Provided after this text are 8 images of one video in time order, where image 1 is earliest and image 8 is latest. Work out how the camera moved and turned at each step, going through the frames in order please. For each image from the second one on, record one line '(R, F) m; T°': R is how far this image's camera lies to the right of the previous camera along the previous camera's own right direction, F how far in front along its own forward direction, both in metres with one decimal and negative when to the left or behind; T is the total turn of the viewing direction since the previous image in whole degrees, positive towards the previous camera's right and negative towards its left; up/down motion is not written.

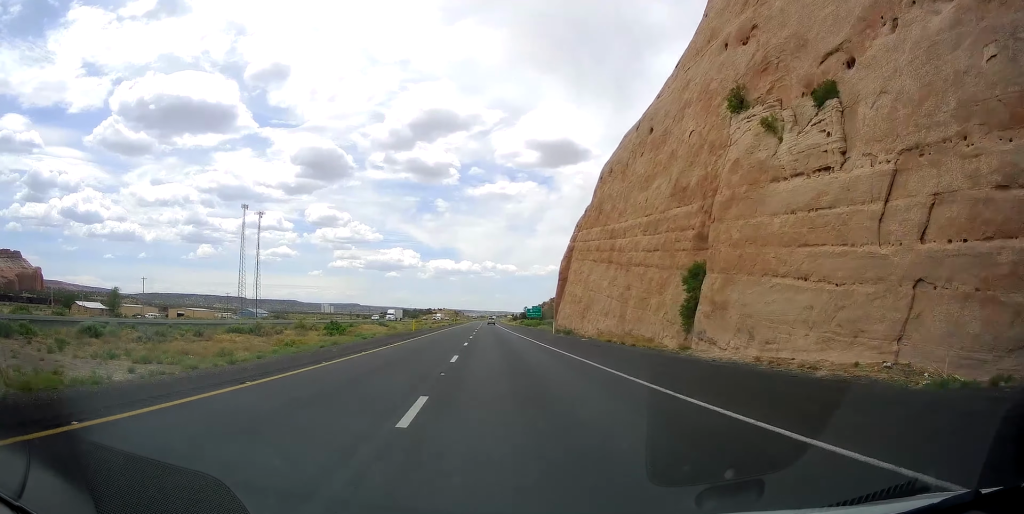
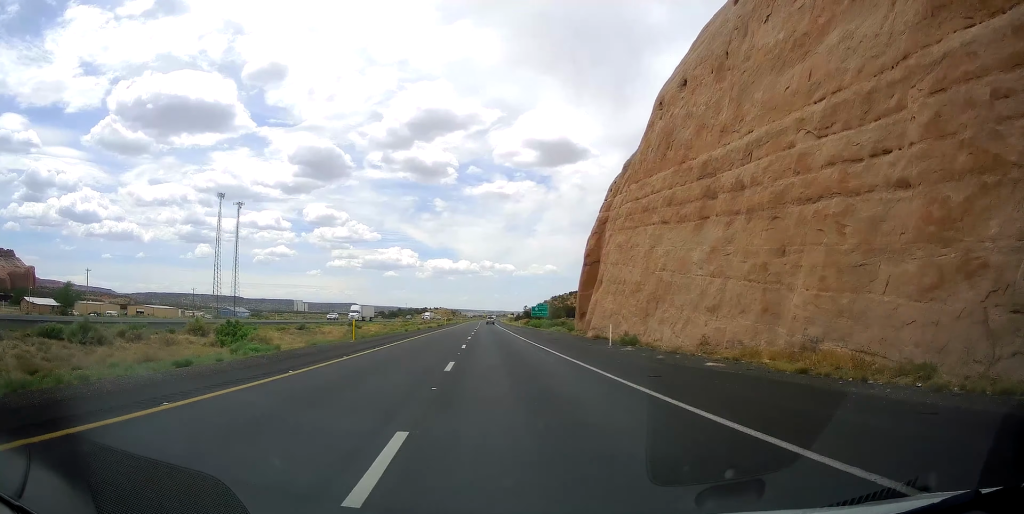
(+0.2, +27.8) m; 0°
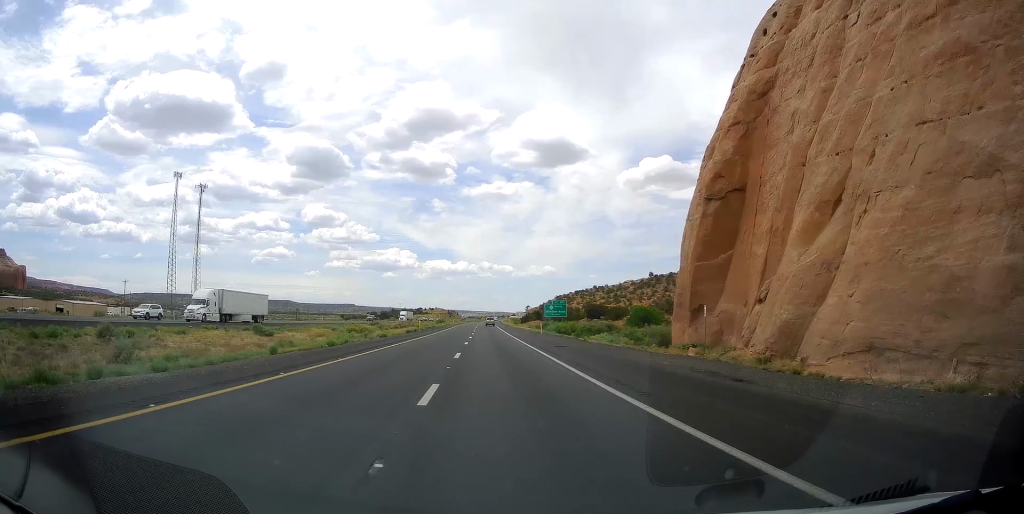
(0.0, +43.0) m; 0°
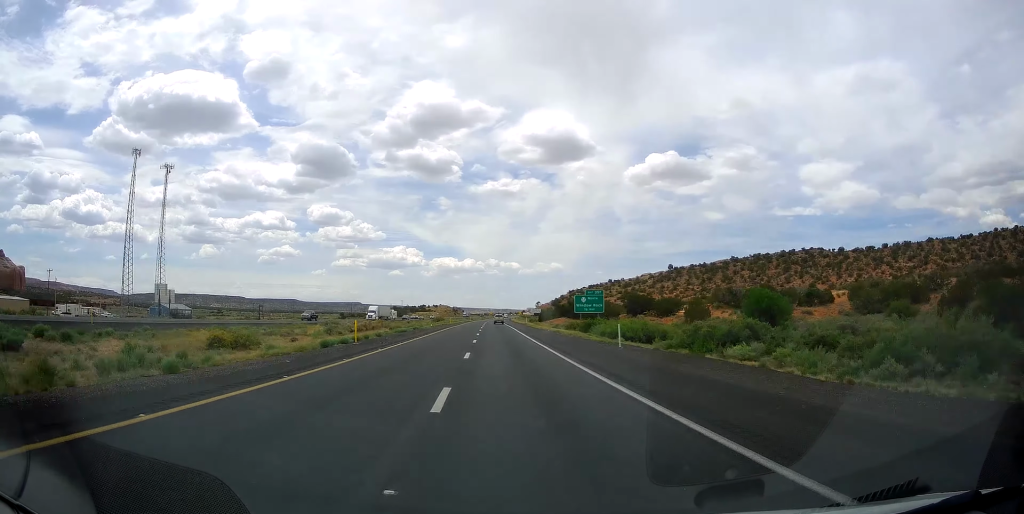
(-0.2, +37.1) m; 0°
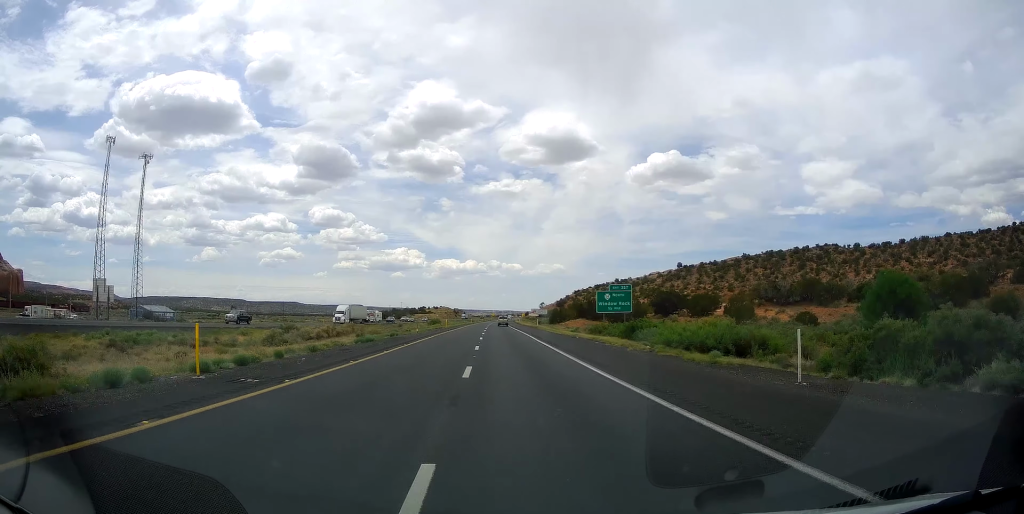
(+0.1, +18.6) m; 0°
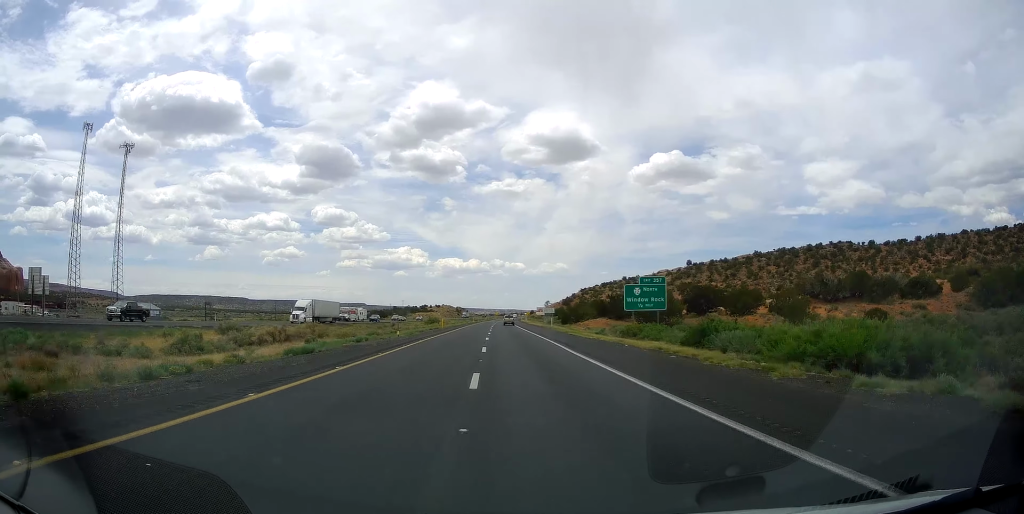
(-0.1, +15.1) m; 0°
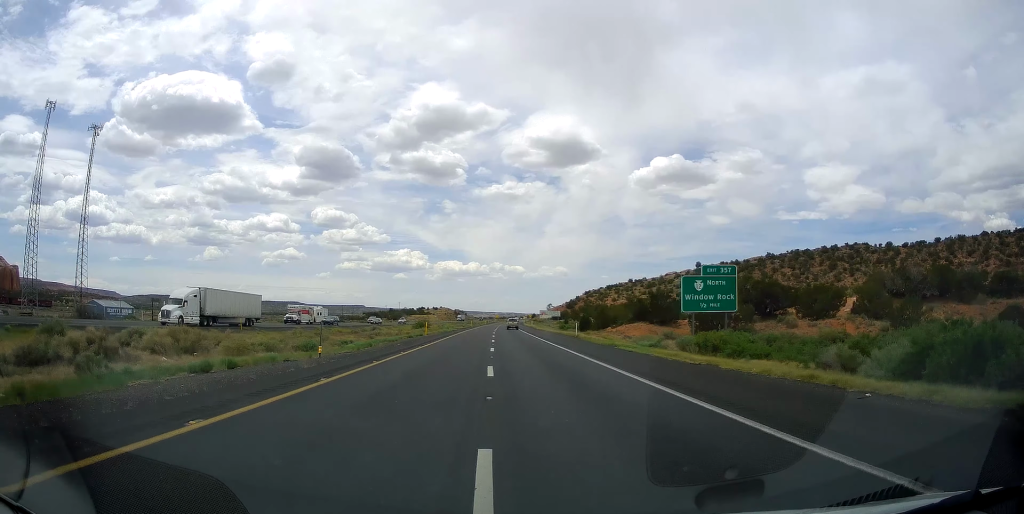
(-0.1, +20.9) m; 0°
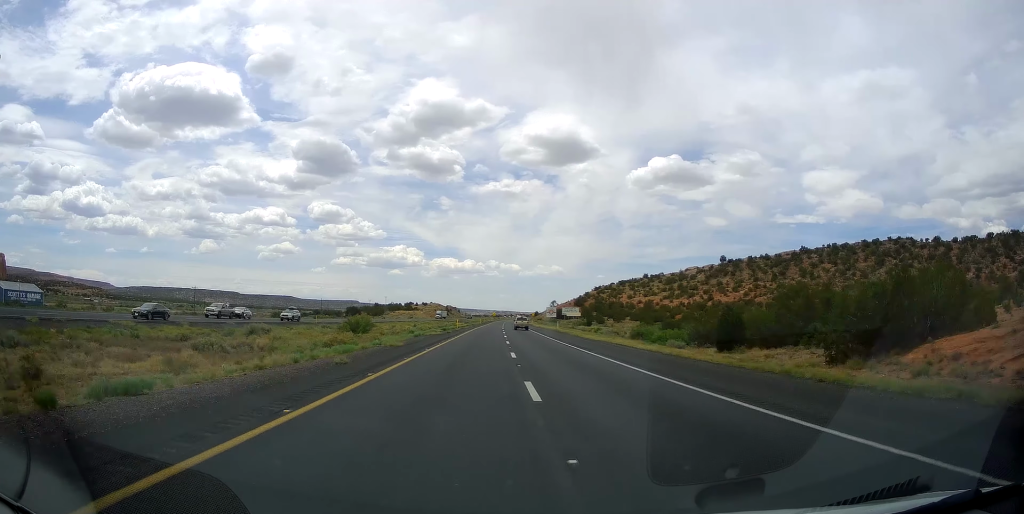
(-0.1, +53.7) m; 0°
